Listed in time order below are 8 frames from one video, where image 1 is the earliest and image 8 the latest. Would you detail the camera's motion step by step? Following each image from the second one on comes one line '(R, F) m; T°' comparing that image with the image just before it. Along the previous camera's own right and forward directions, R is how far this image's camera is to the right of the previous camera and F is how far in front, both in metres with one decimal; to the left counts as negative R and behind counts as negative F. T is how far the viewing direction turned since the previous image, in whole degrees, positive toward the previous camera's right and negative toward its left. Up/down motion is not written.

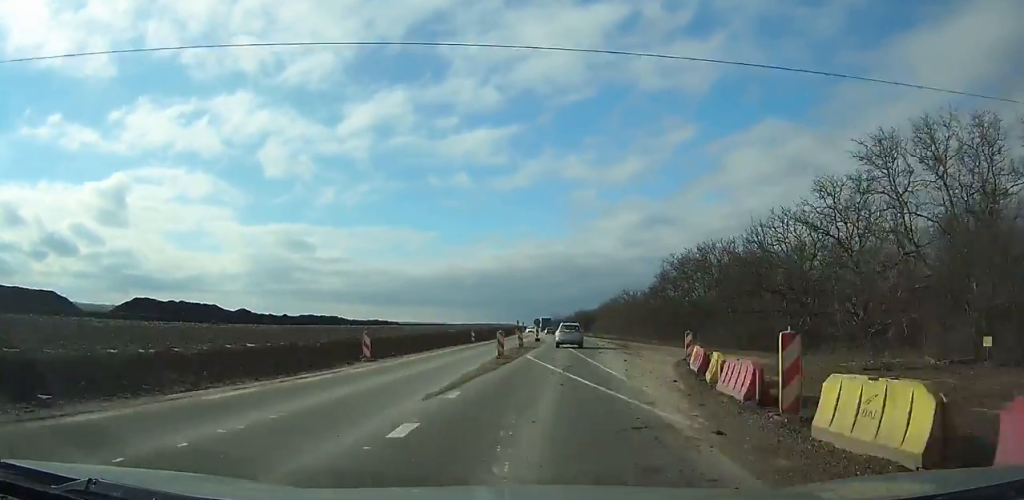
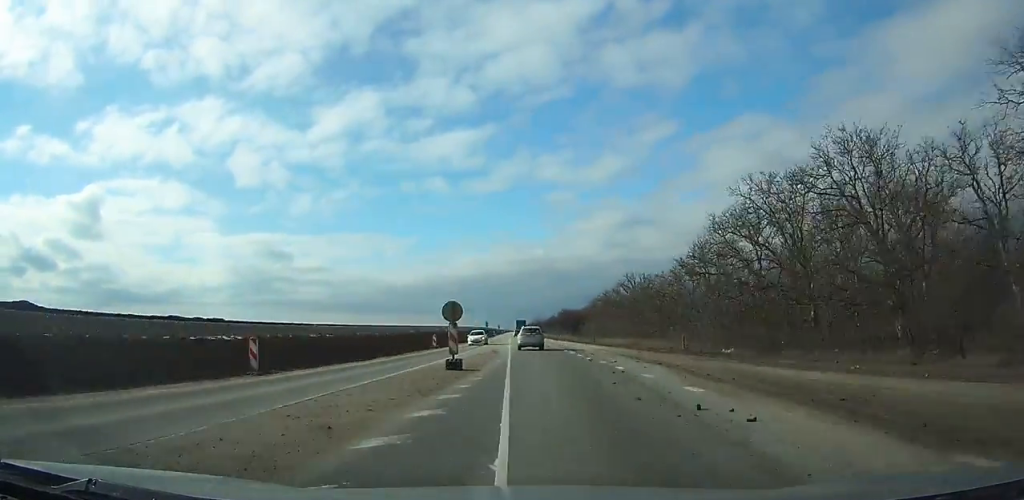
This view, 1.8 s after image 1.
(+0.7, +39.8) m; -1°
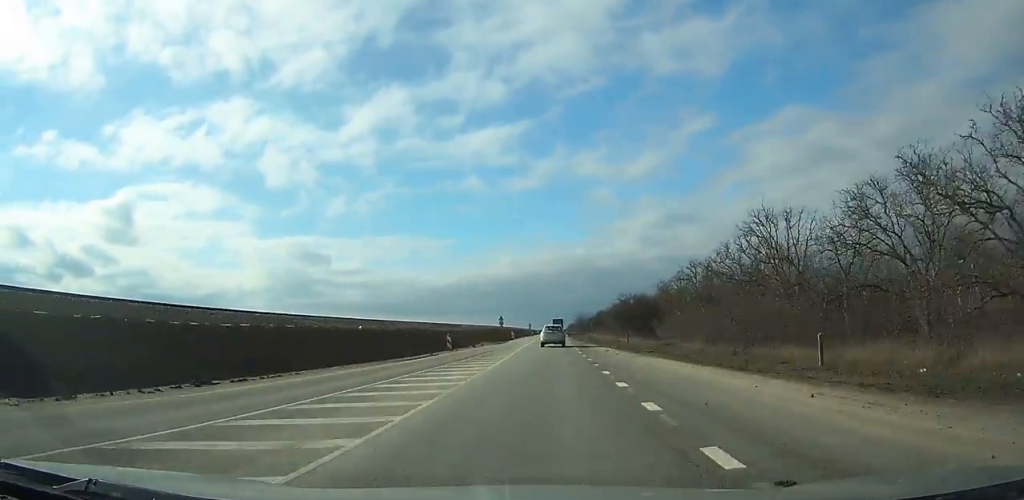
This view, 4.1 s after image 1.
(-1.6, +51.3) m; -2°
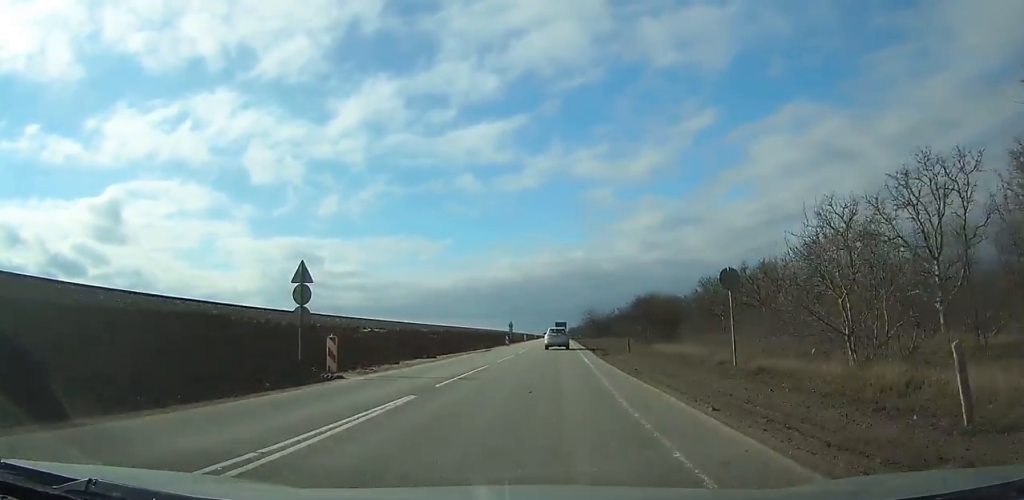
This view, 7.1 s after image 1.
(-0.2, +70.6) m; 0°
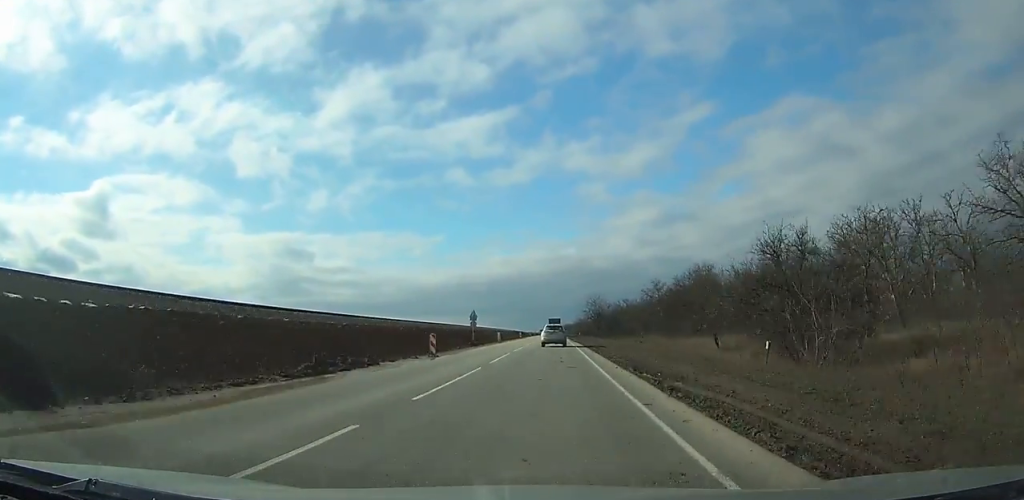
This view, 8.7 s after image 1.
(+0.1, +38.6) m; 0°
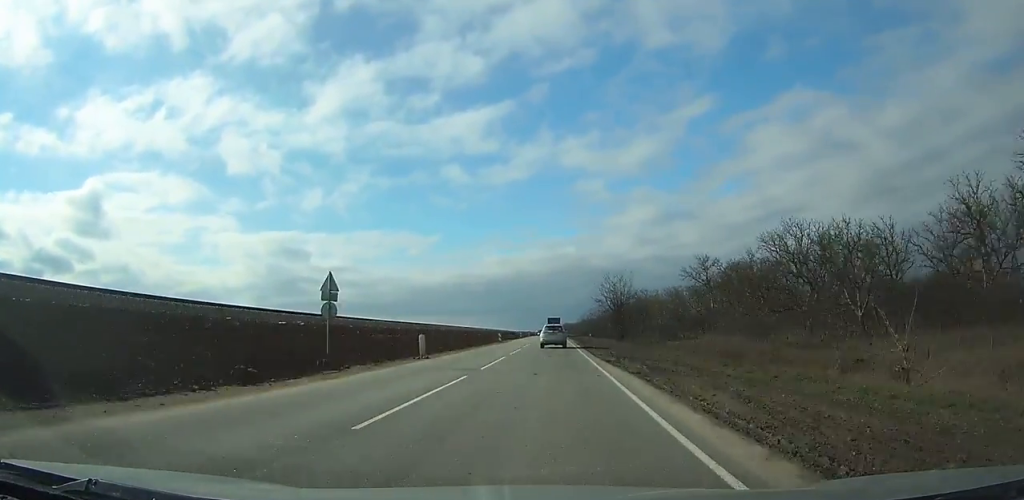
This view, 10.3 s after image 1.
(+0.1, +38.9) m; 0°
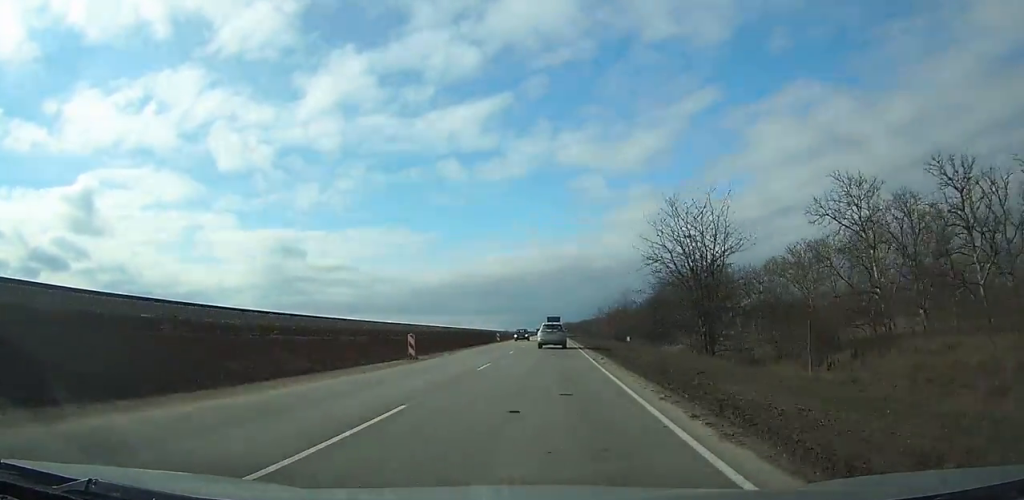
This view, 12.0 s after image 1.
(+0.1, +42.1) m; 0°
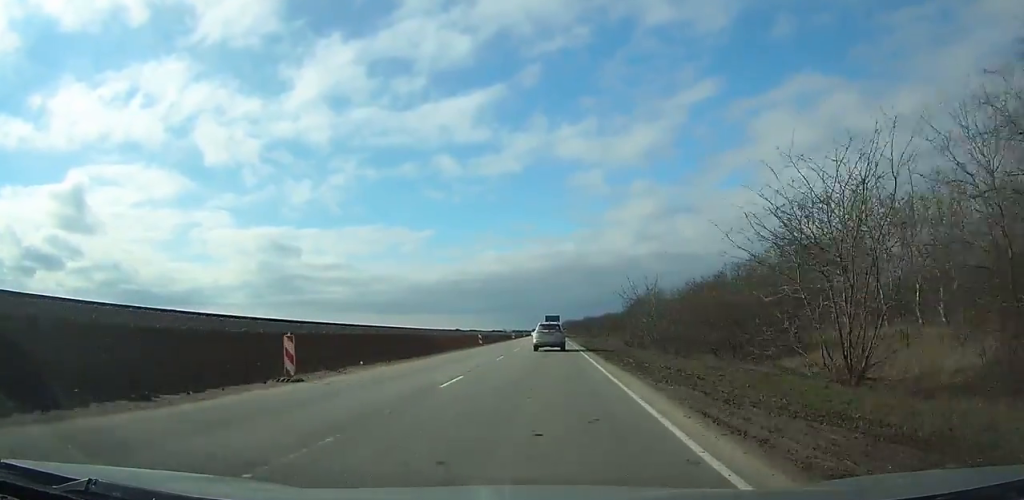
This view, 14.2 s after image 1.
(0.0, +52.9) m; 0°
